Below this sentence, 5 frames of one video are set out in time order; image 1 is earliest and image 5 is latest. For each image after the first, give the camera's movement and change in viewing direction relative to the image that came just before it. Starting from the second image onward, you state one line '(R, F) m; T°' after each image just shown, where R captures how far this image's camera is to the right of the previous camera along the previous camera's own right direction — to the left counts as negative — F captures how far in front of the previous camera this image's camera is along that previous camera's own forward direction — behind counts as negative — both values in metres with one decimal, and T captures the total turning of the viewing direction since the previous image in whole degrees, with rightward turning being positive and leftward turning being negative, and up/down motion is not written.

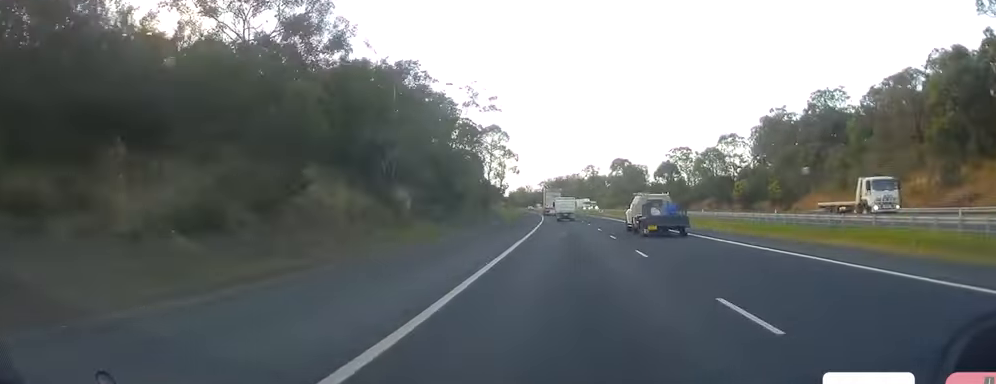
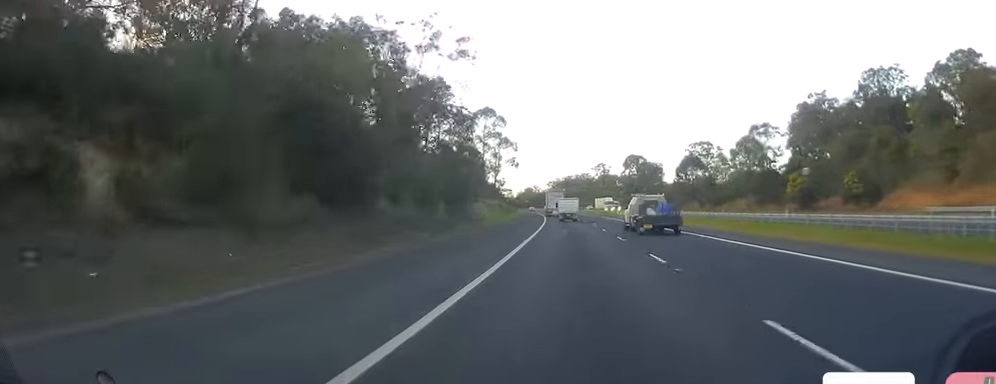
(-0.2, +25.9) m; -1°
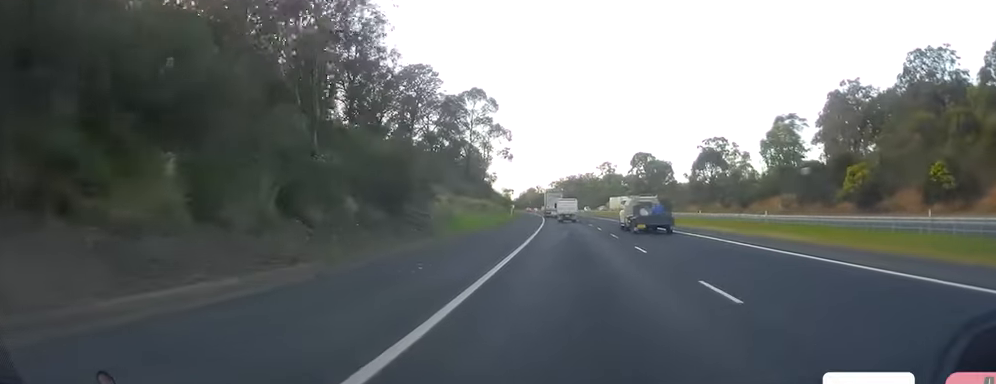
(0.0, +19.2) m; -1°
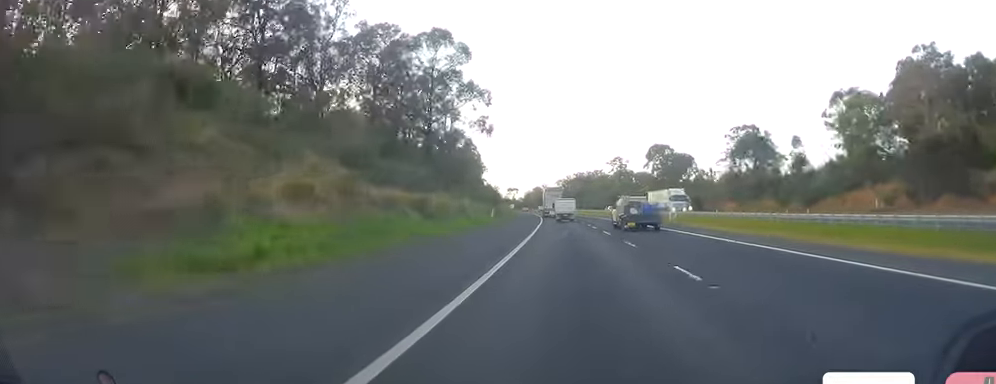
(-0.9, +32.6) m; 0°
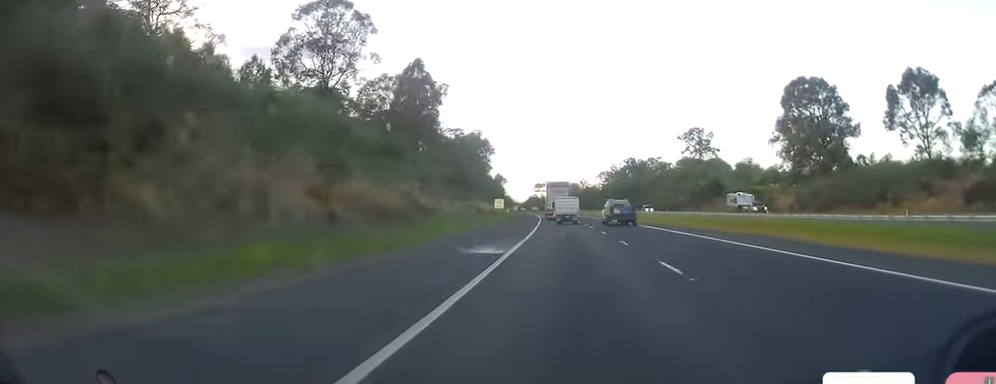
(-2.6, +130.6) m; -3°
